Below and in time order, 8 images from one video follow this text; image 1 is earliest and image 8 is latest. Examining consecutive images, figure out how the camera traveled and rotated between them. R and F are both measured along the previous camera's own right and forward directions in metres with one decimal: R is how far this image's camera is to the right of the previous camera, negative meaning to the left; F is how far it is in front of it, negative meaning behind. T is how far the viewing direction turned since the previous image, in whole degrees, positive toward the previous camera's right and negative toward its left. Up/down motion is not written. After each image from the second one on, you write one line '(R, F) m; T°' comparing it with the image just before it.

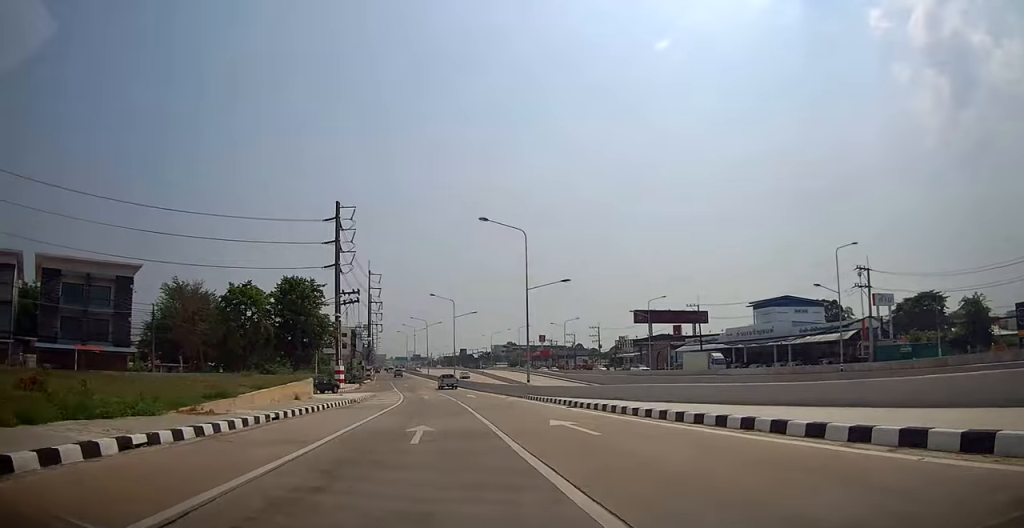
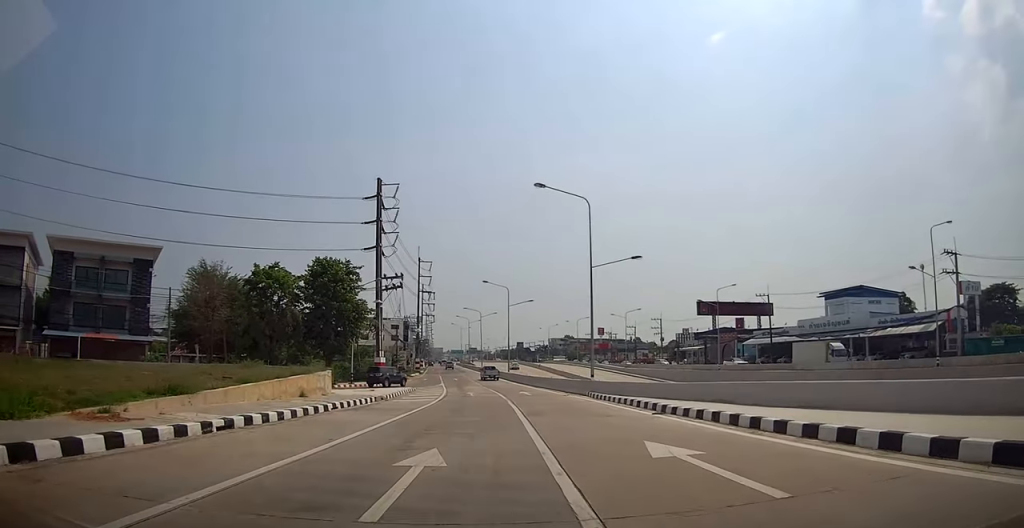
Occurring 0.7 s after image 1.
(-0.1, +6.2) m; -4°
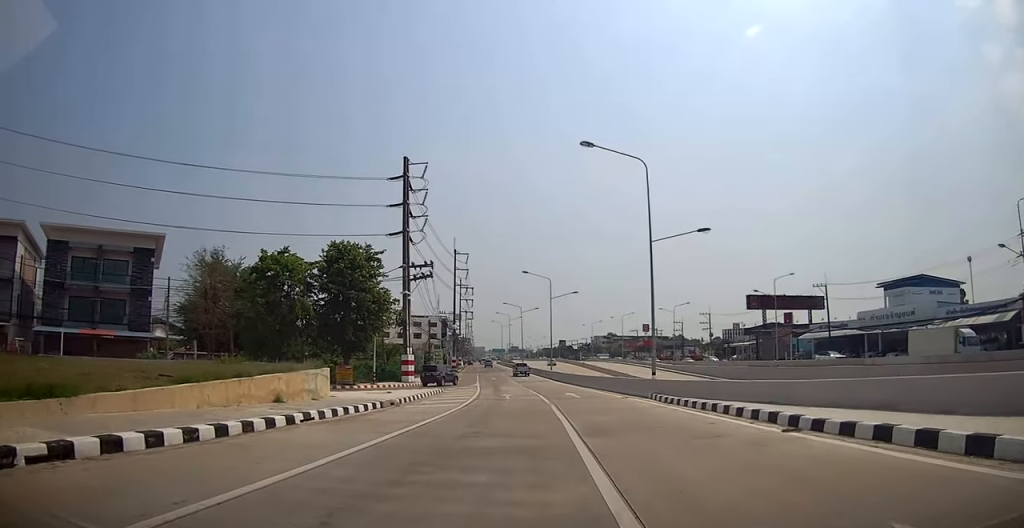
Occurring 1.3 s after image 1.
(-0.2, +6.1) m; -6°
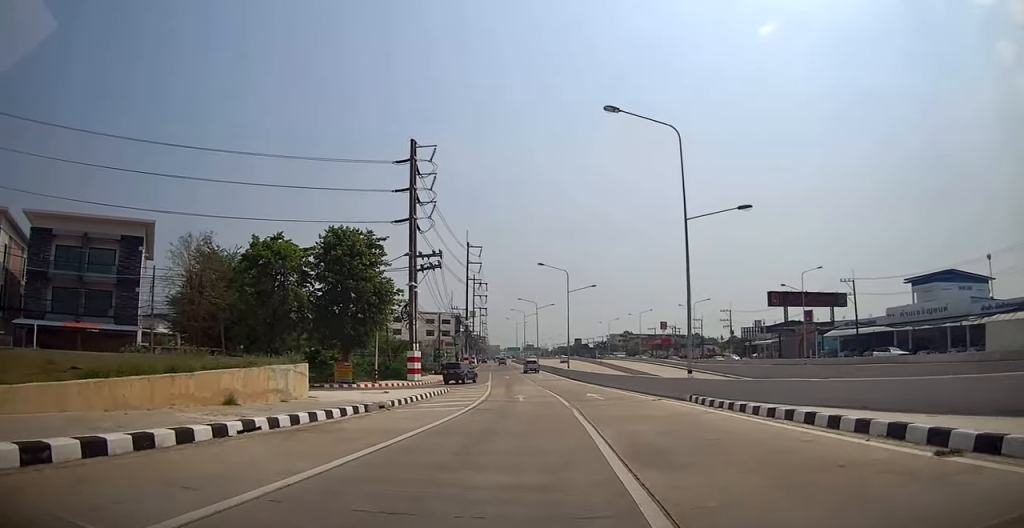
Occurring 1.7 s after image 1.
(-0.2, +3.6) m; -3°
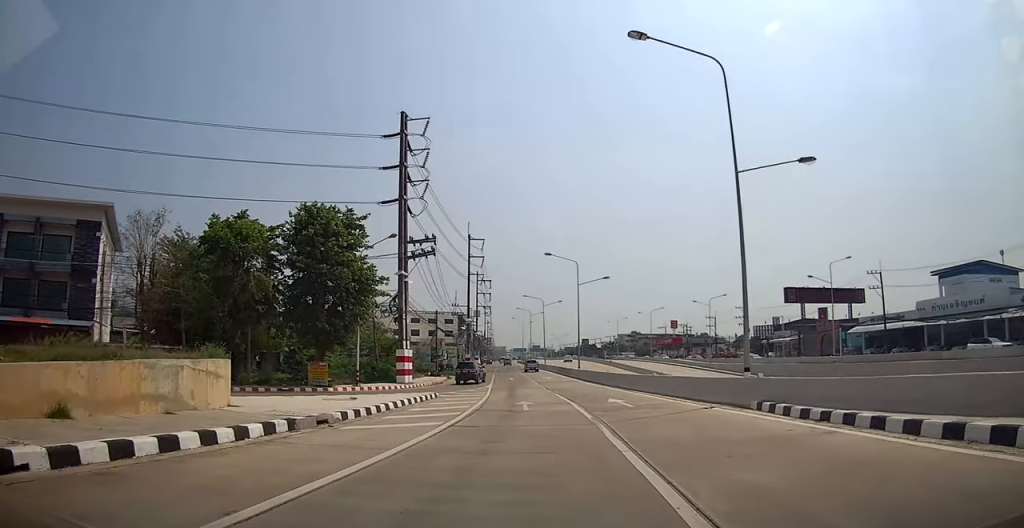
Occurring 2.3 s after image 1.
(-0.2, +5.6) m; -4°
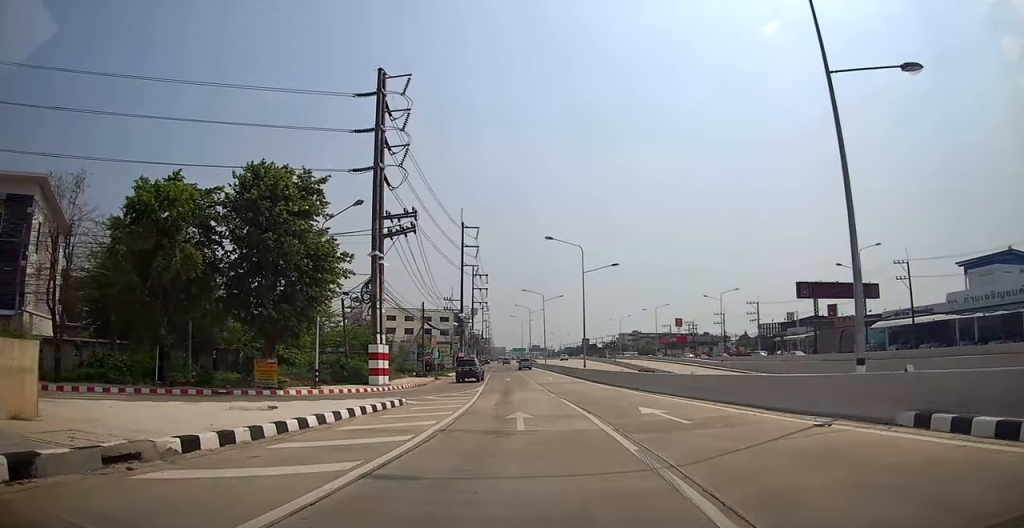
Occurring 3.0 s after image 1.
(-0.3, +6.3) m; 0°
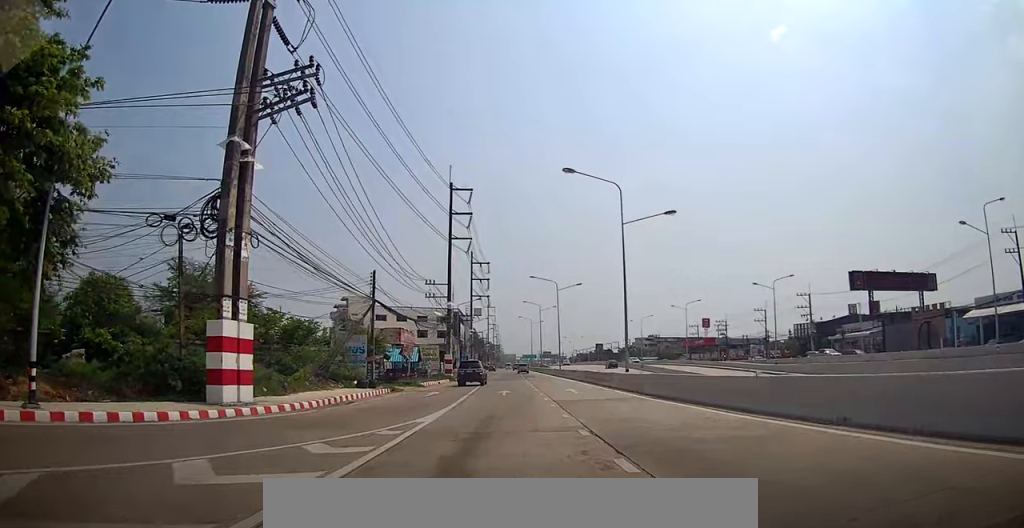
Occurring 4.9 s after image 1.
(-0.4, +17.6) m; -6°
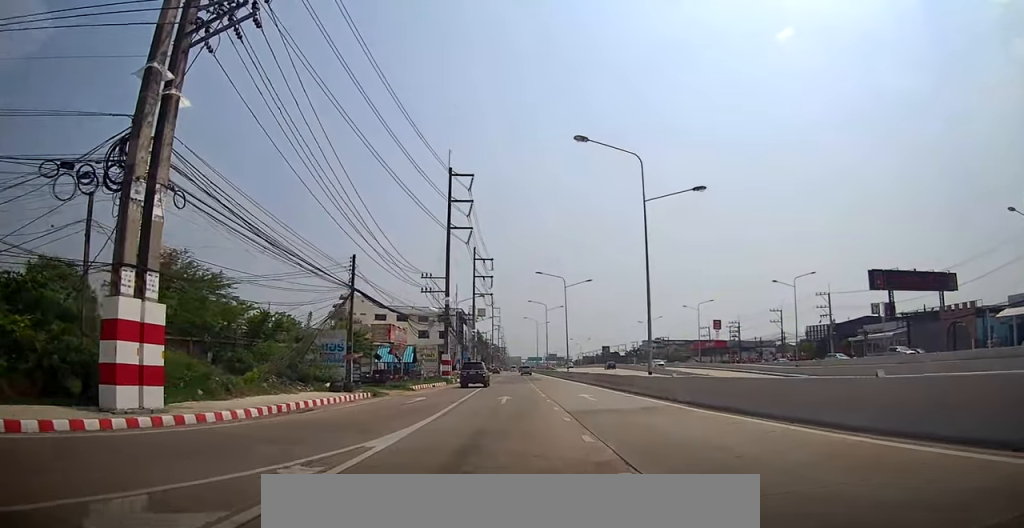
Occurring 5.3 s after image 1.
(-0.2, +4.7) m; -3°
